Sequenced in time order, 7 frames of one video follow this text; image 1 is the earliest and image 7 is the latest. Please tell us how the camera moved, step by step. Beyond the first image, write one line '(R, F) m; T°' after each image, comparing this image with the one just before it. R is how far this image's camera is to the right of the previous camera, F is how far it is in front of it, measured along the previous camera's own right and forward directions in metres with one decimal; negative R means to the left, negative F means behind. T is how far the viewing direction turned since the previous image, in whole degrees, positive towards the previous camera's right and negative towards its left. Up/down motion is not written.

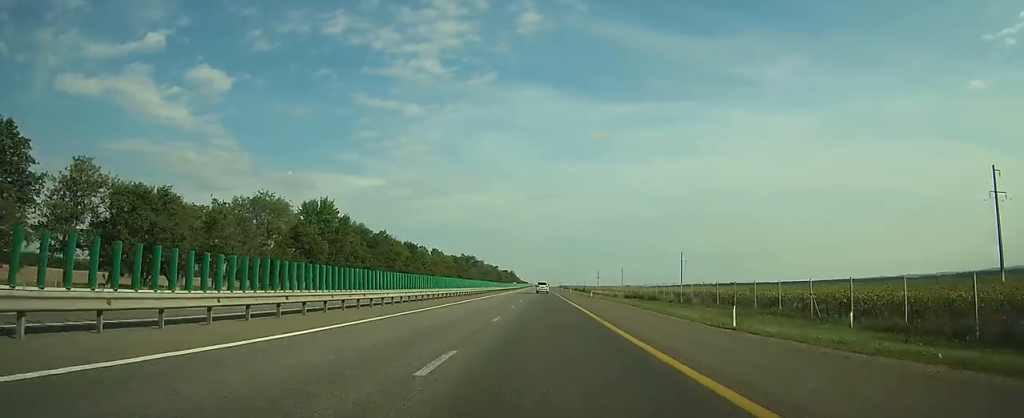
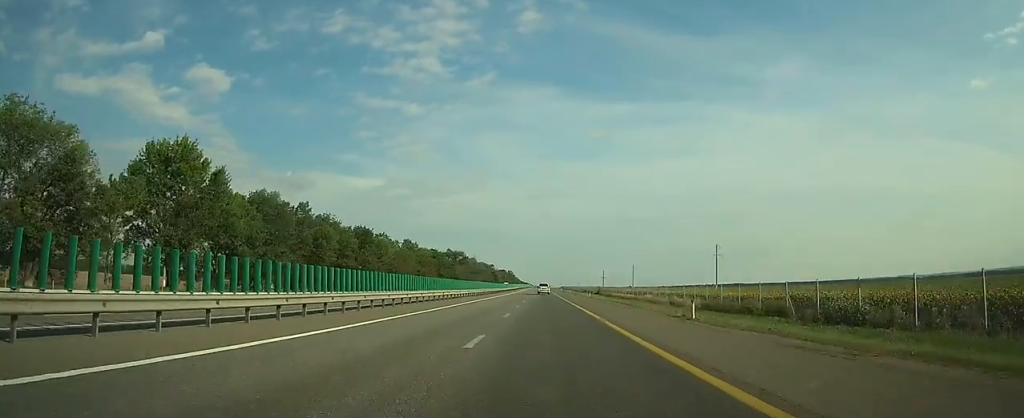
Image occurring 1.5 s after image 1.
(0.0, +44.0) m; 0°
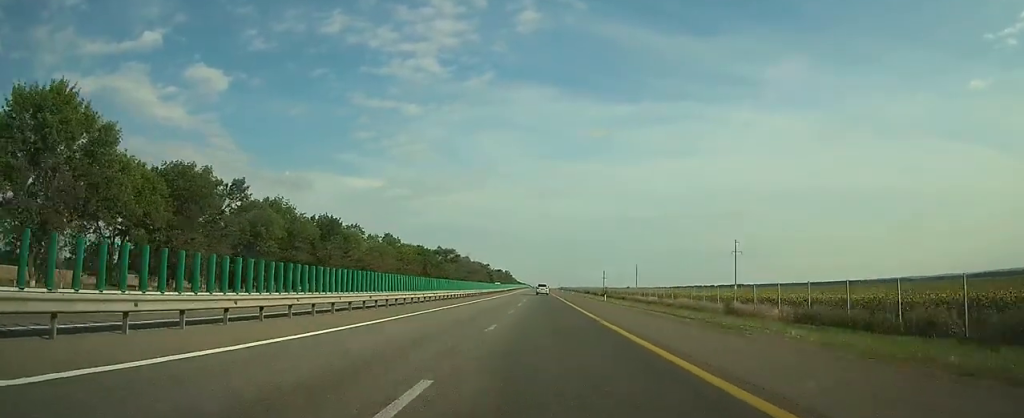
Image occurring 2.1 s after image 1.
(0.0, +19.0) m; 0°
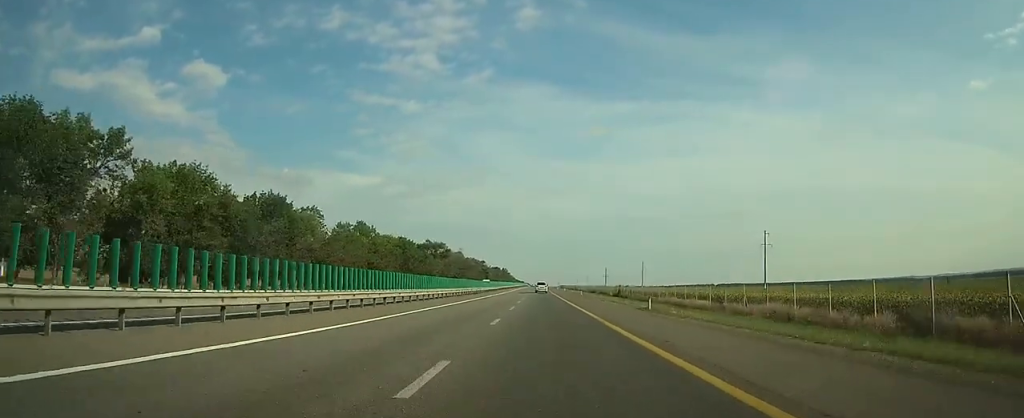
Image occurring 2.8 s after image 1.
(0.0, +22.0) m; 0°
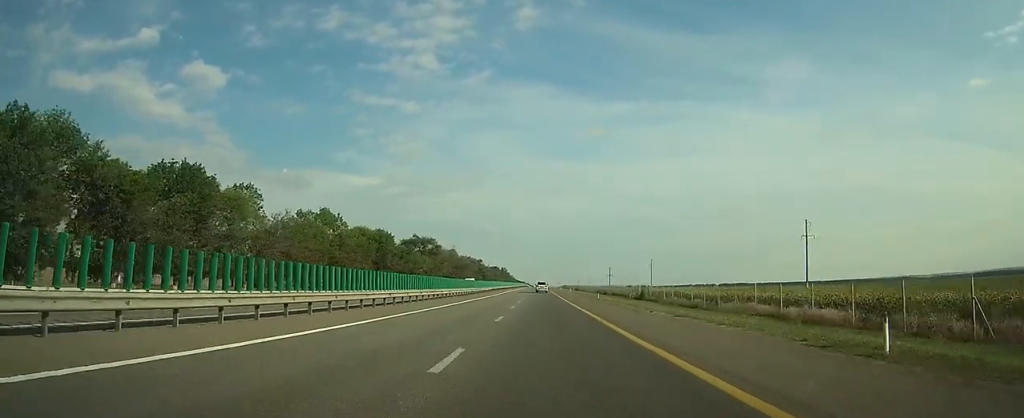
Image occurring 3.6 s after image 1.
(0.0, +22.0) m; 0°
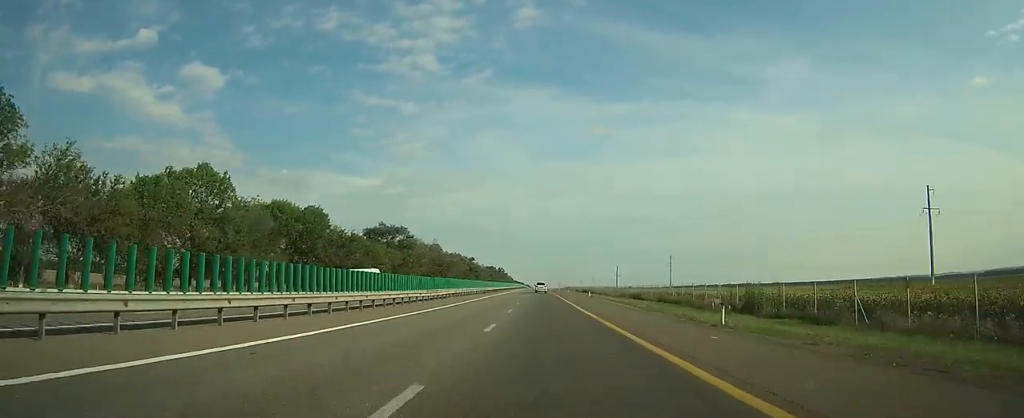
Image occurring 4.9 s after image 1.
(+0.1, +40.0) m; 0°
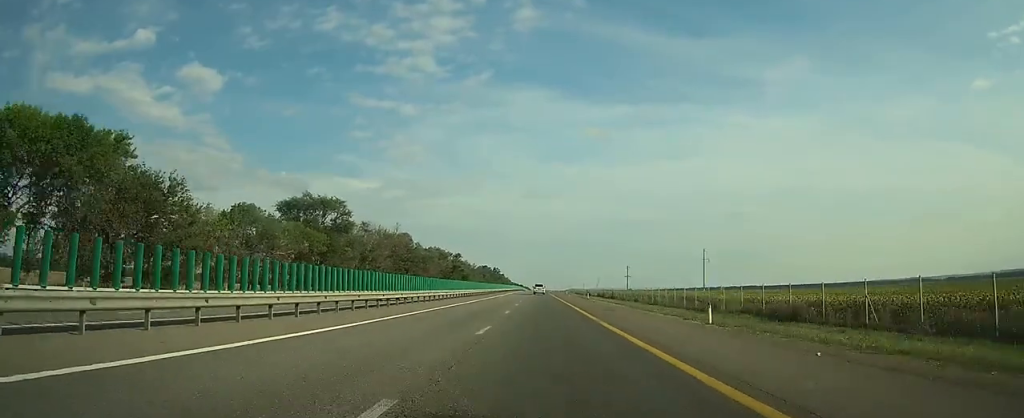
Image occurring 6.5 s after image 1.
(+0.2, +48.9) m; 0°
